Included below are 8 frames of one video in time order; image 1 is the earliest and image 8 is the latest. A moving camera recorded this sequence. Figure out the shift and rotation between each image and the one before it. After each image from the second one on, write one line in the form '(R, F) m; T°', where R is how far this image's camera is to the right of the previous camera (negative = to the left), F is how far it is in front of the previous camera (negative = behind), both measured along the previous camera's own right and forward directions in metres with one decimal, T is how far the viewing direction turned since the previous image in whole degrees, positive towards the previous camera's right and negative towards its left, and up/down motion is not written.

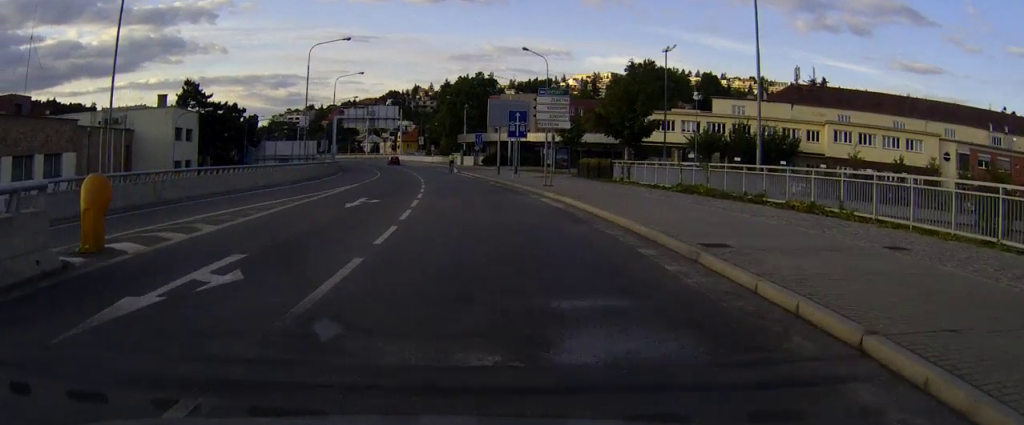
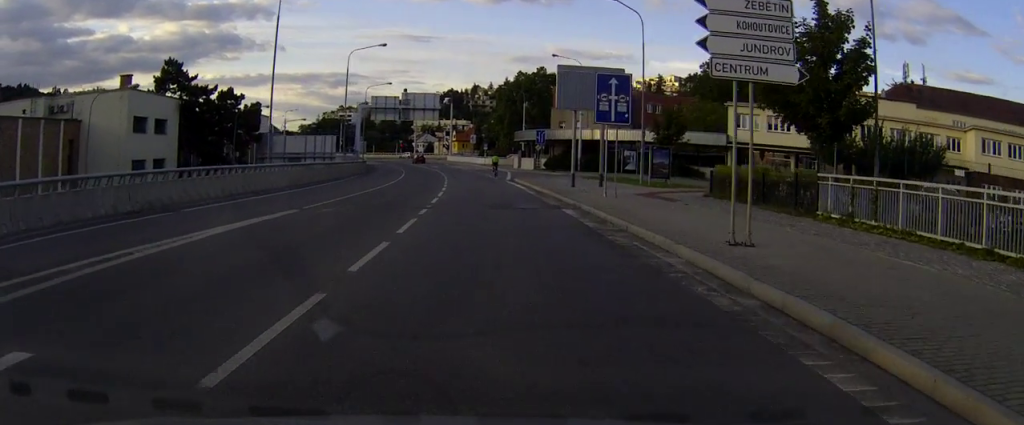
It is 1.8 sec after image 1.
(-0.6, +20.3) m; -5°
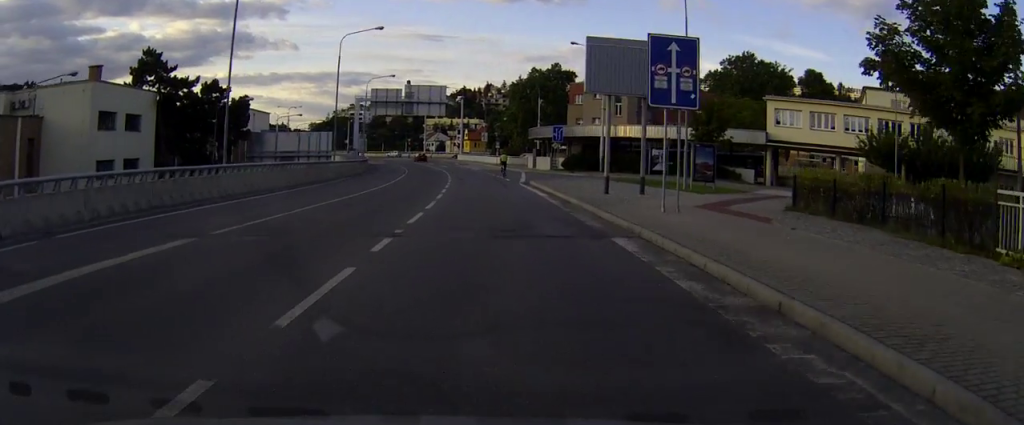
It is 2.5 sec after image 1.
(-0.3, +7.4) m; -2°
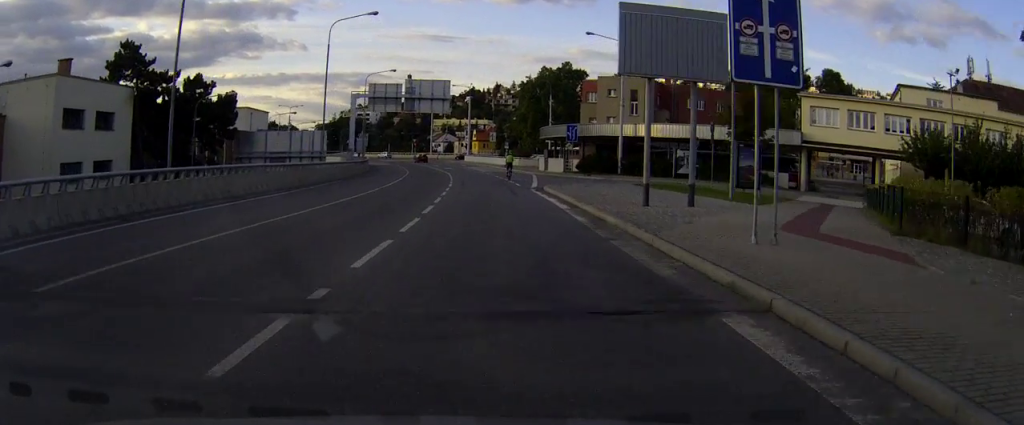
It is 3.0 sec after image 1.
(0.0, +5.9) m; -1°
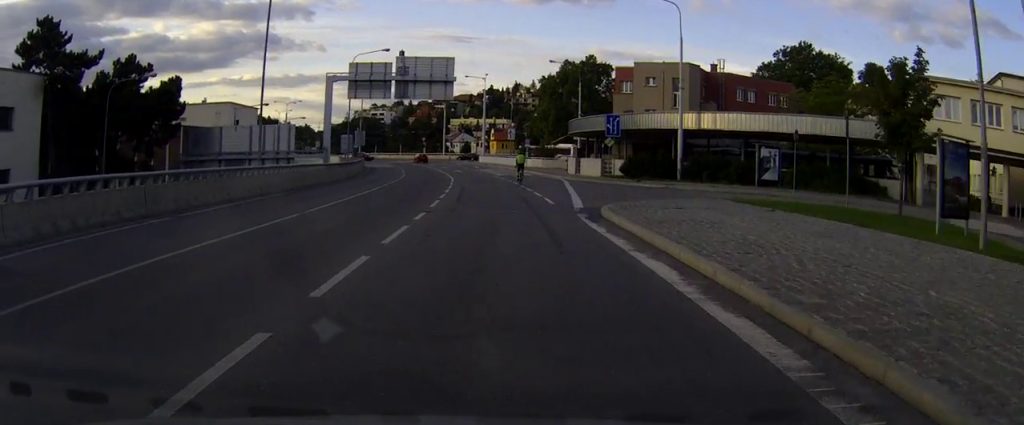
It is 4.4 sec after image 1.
(-0.2, +15.2) m; -1°
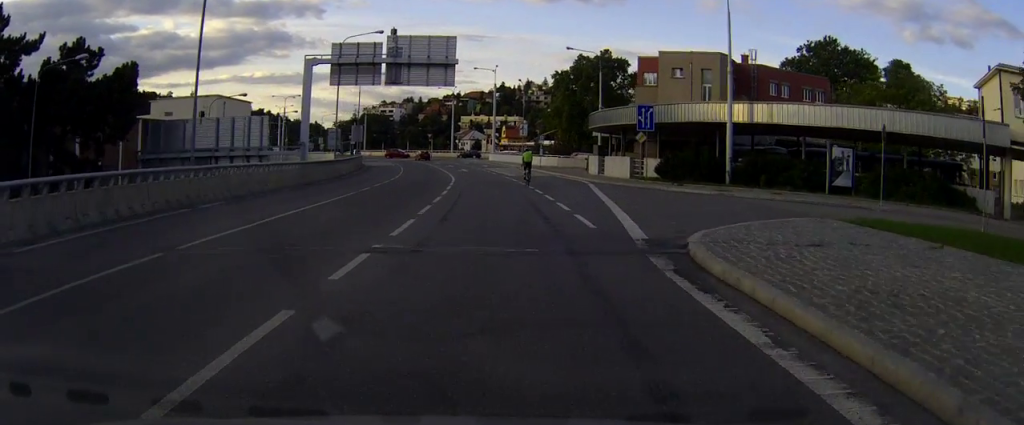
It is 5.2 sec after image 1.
(0.0, +8.3) m; -1°
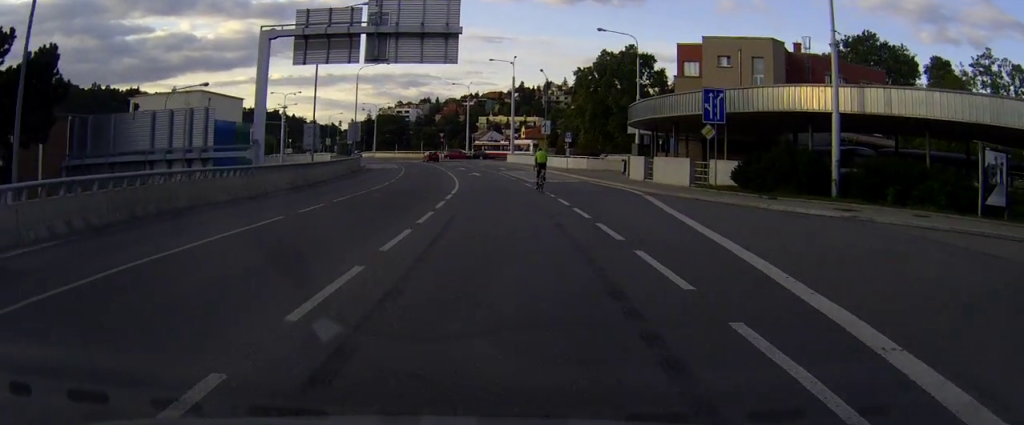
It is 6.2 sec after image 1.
(-0.2, +11.1) m; -2°
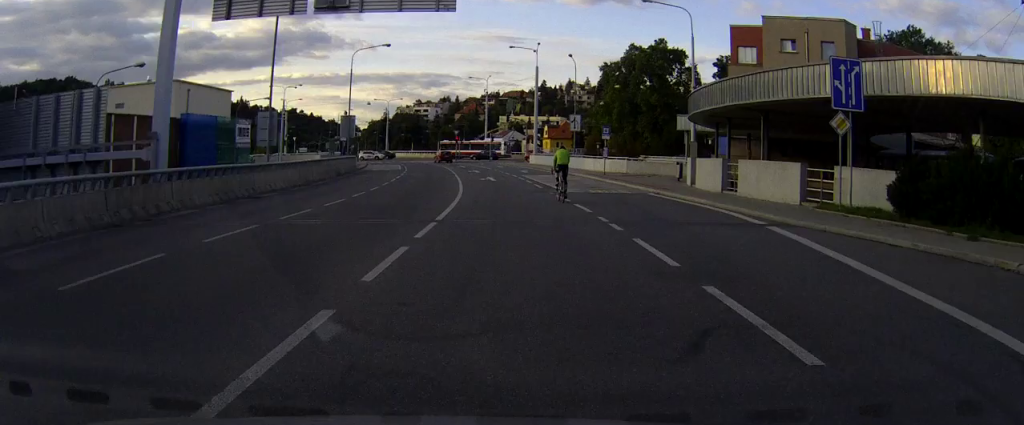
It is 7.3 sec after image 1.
(-0.2, +11.5) m; 0°
